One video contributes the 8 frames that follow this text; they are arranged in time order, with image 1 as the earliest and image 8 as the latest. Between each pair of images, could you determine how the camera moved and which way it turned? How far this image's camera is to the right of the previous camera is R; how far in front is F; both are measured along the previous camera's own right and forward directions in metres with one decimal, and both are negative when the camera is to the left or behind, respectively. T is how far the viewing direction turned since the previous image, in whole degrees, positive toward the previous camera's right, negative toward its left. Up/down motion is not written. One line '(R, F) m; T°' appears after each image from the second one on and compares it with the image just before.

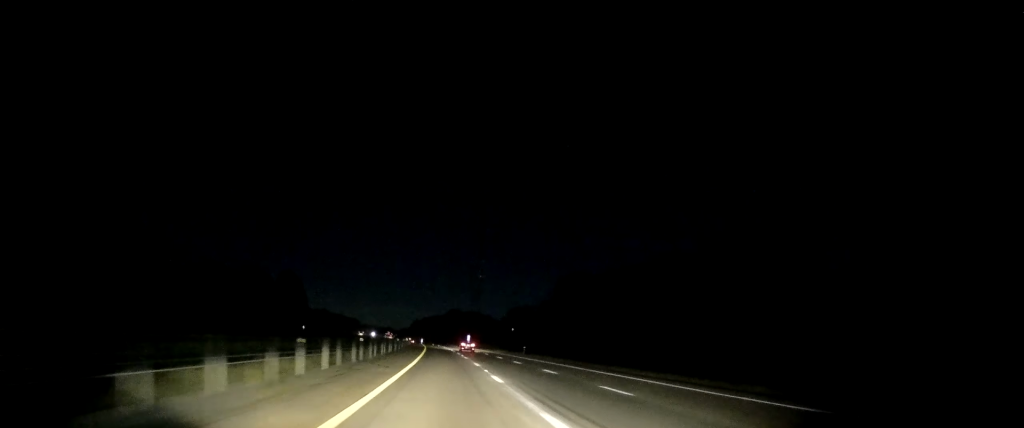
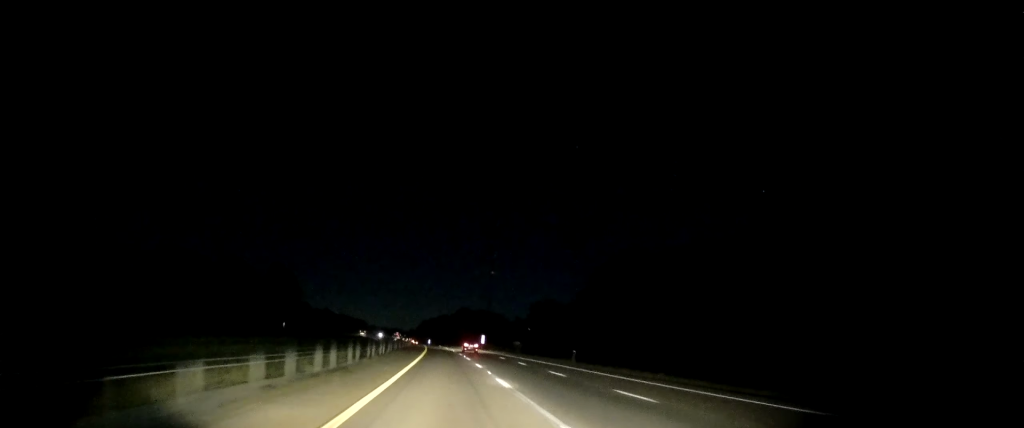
(-0.4, +26.4) m; -2°
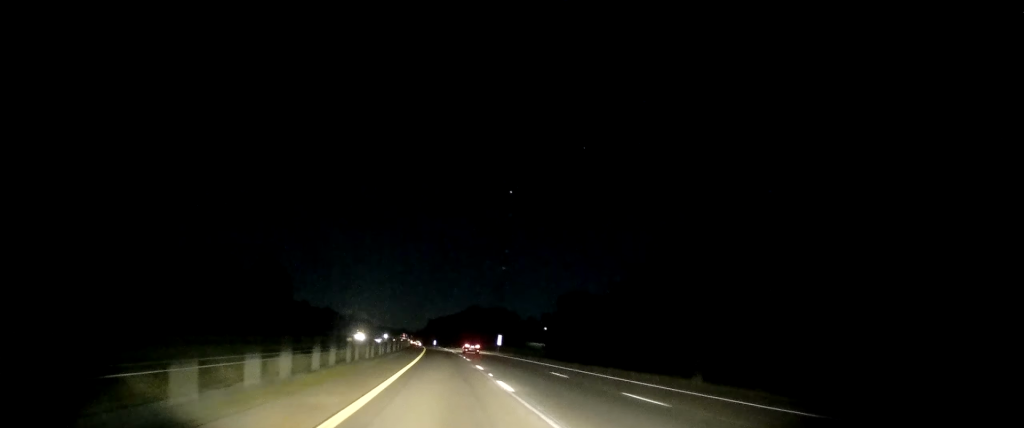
(-0.4, +25.3) m; -1°
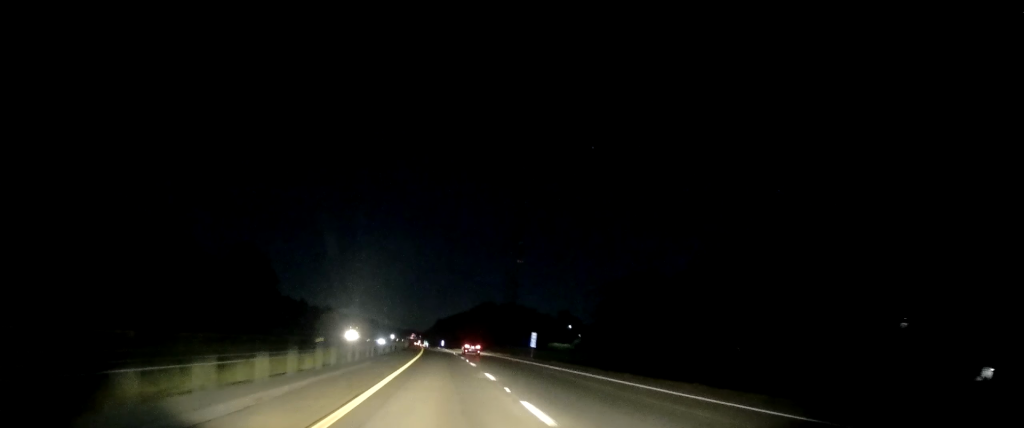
(-0.5, +30.9) m; -1°
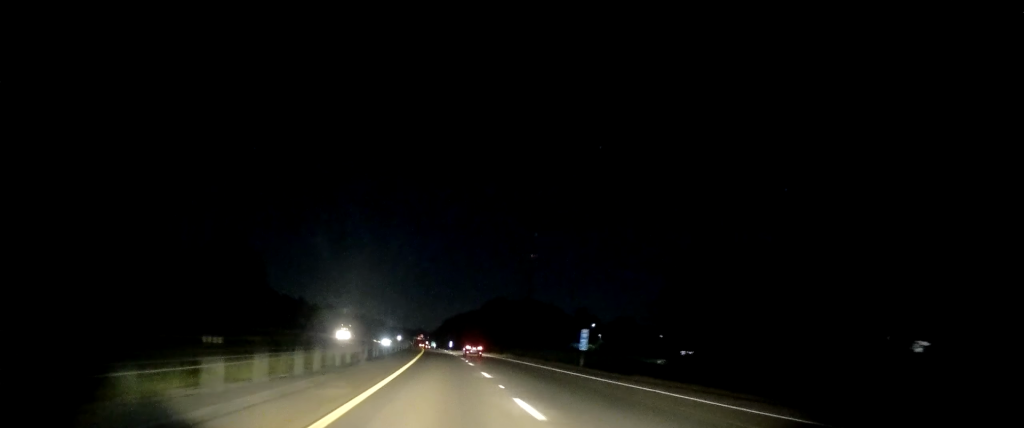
(-0.1, +22.2) m; 0°
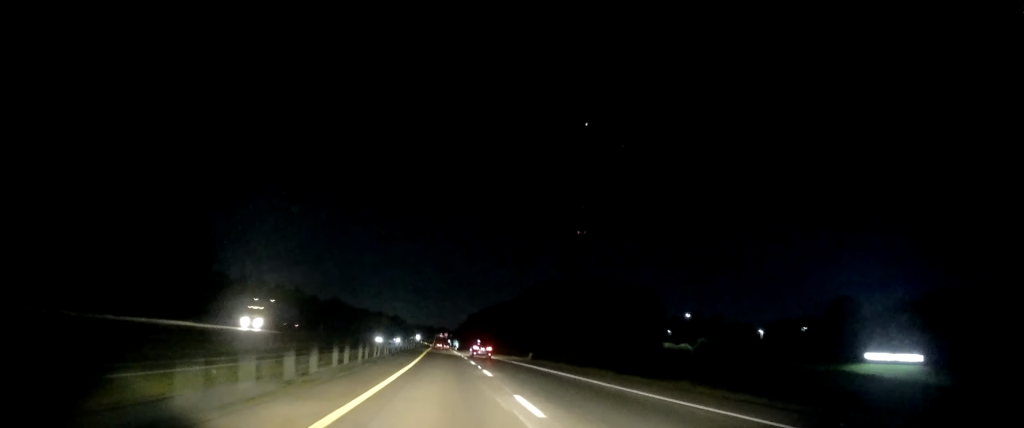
(-0.2, +60.0) m; -2°
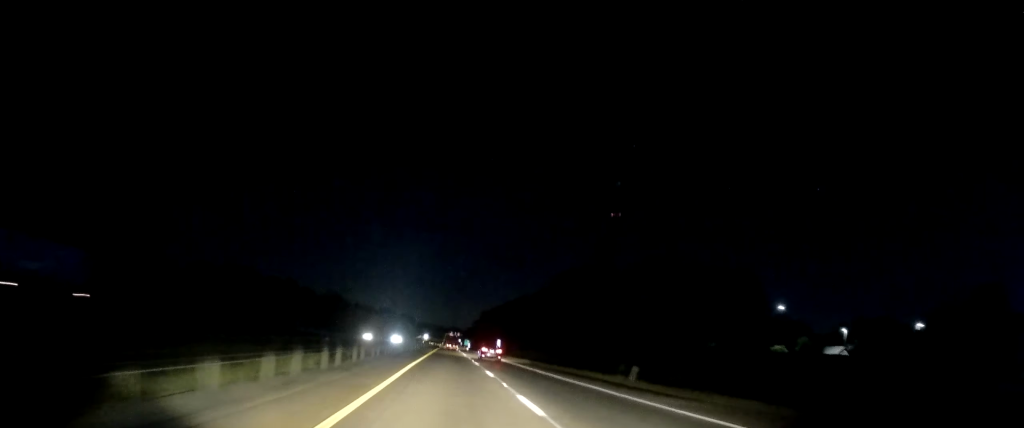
(-1.0, +34.4) m; -2°
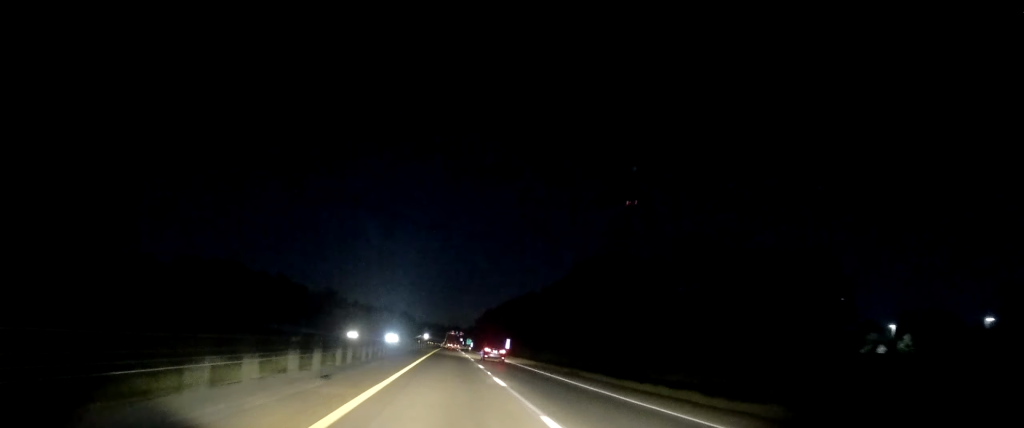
(-0.1, +16.6) m; 0°
